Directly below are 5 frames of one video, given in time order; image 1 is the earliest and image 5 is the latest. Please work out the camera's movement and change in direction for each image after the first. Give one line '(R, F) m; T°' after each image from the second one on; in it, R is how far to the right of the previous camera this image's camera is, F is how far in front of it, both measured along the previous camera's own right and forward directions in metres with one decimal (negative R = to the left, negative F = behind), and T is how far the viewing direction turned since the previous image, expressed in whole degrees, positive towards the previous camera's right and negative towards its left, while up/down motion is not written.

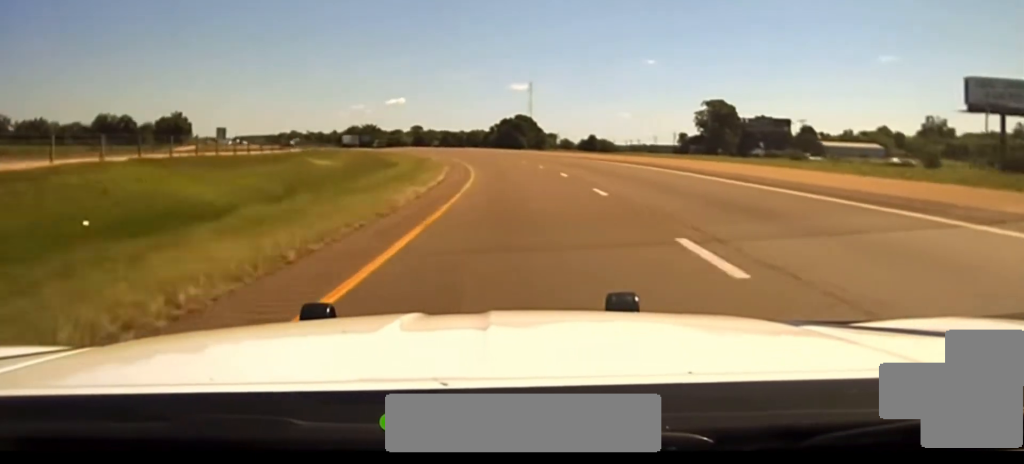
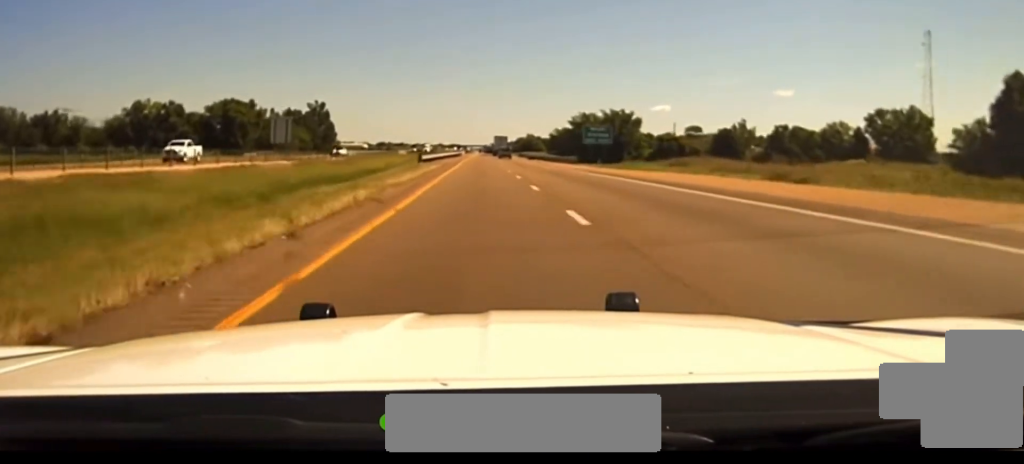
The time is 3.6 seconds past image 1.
(-30.9, +198.1) m; -16°
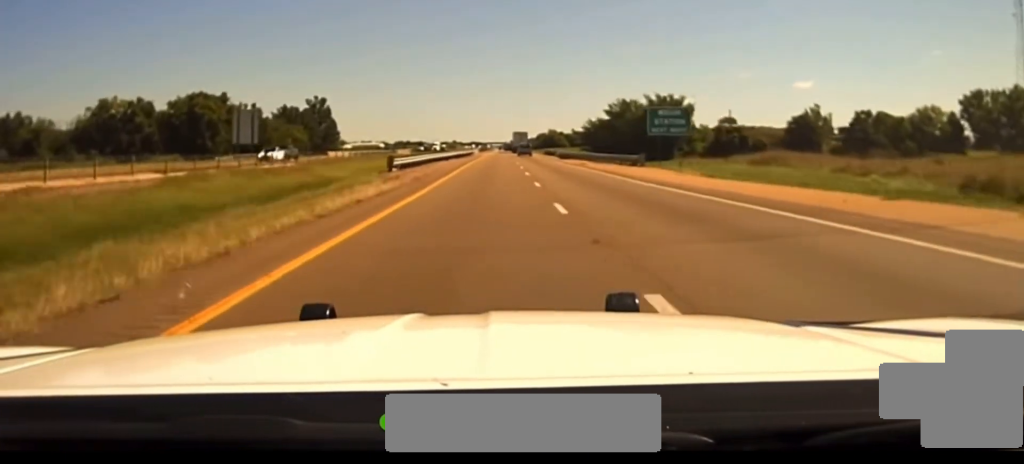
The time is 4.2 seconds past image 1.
(-0.5, +33.8) m; 0°
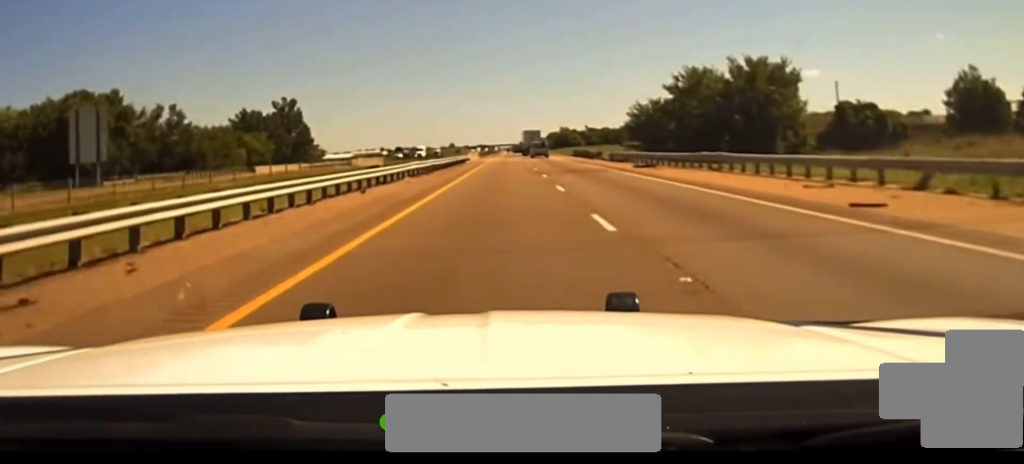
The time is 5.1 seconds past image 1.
(+0.2, +52.5) m; 0°
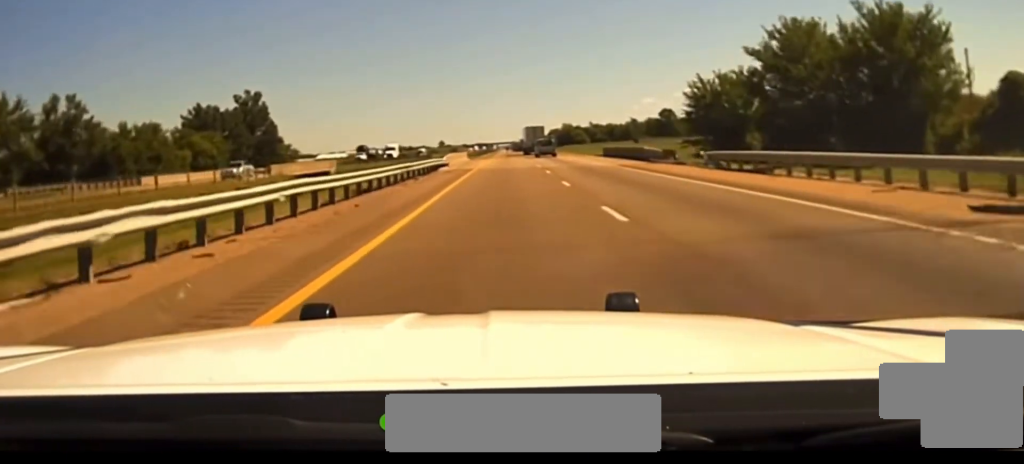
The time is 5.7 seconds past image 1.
(+0.1, +35.6) m; 0°
